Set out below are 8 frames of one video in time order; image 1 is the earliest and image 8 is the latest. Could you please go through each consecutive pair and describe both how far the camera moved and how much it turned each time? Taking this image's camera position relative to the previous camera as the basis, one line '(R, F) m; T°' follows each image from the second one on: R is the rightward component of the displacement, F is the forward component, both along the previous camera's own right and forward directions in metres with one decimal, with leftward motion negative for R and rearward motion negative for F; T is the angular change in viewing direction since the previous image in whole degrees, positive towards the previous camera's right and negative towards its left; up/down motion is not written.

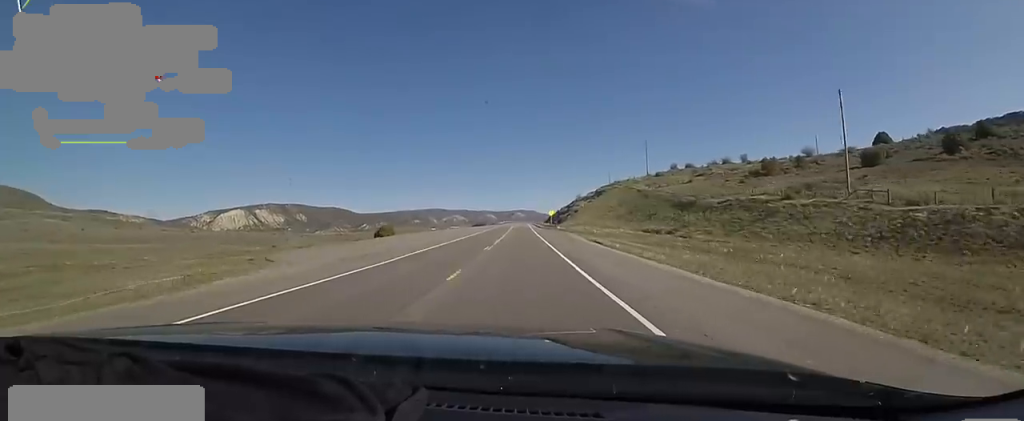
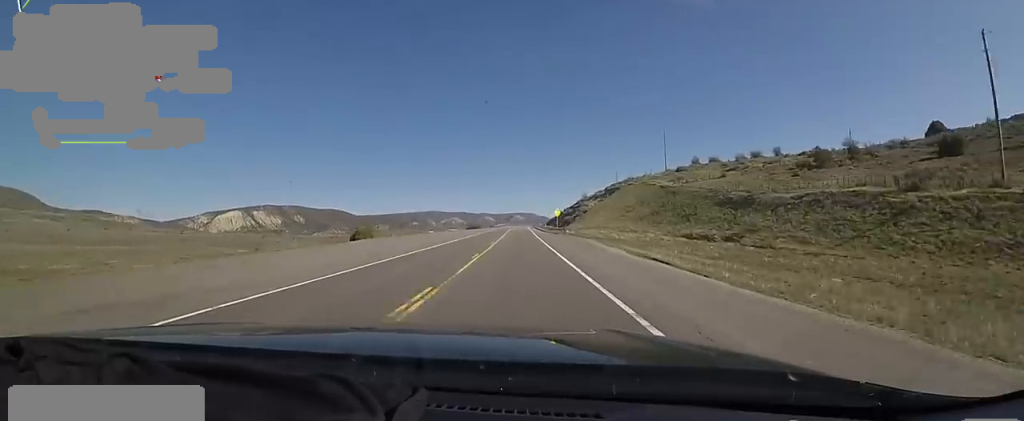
(+0.1, +17.8) m; 0°
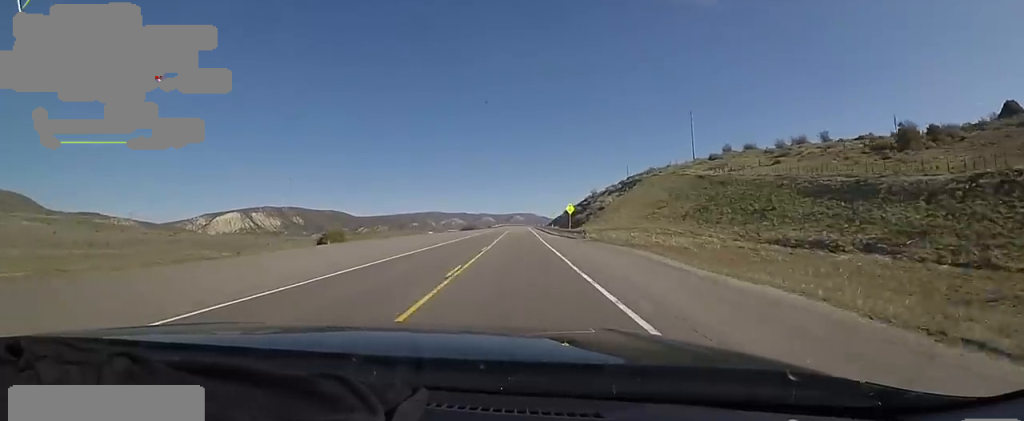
(0.0, +18.8) m; -1°
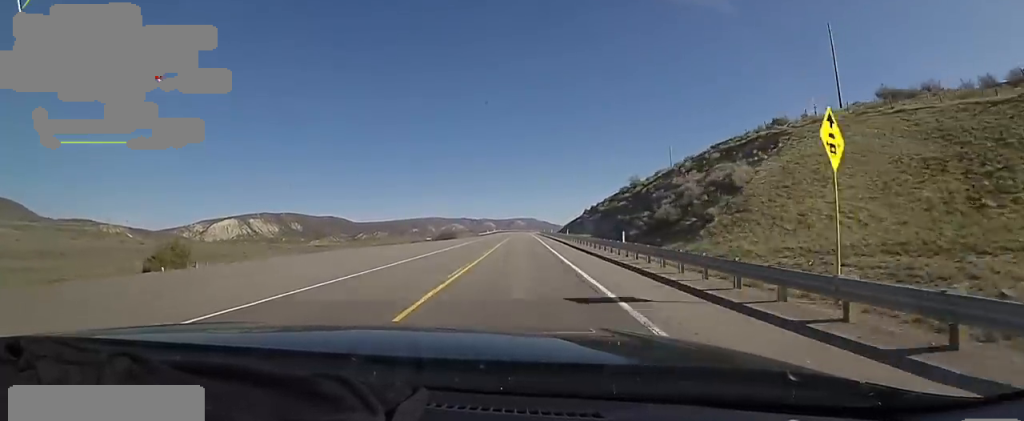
(-0.4, +46.5) m; 0°
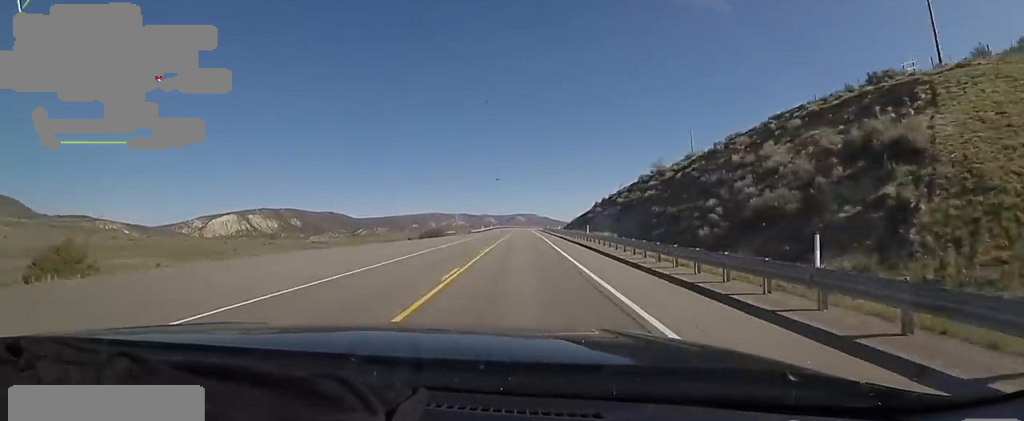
(+0.2, +14.4) m; 0°
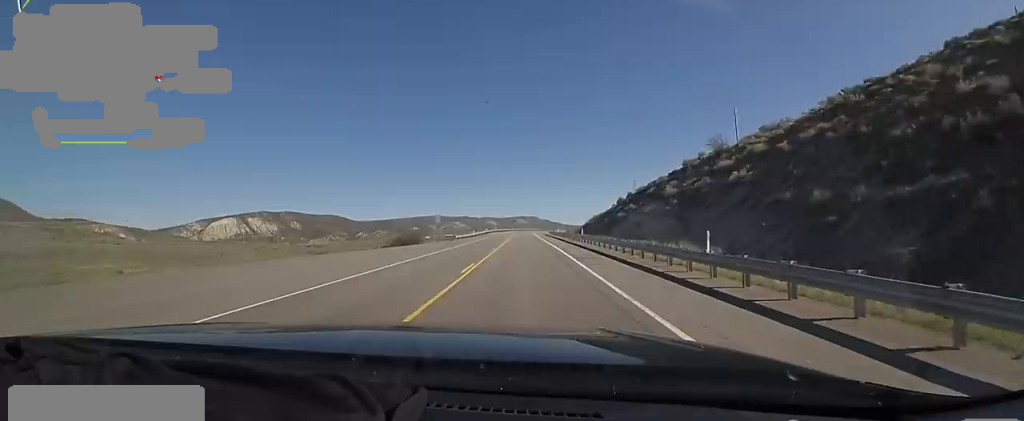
(-0.1, +21.5) m; +1°
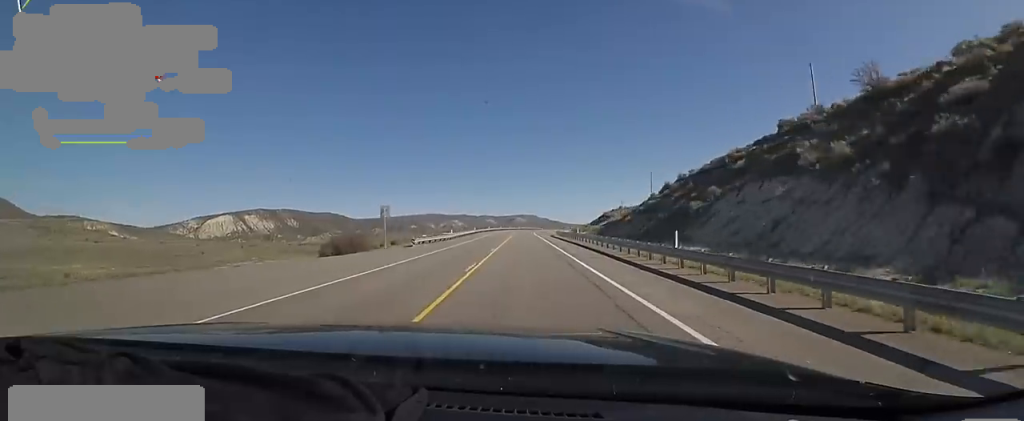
(-0.1, +23.5) m; +1°
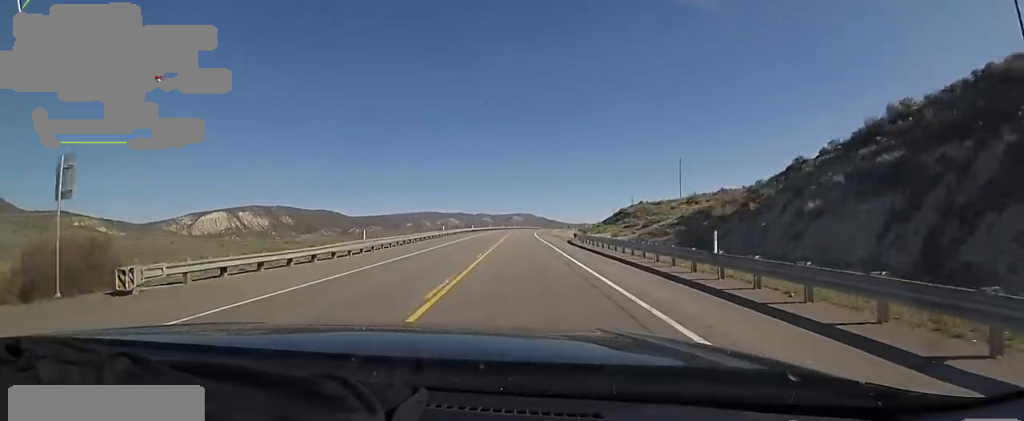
(+0.9, +29.7) m; 0°
